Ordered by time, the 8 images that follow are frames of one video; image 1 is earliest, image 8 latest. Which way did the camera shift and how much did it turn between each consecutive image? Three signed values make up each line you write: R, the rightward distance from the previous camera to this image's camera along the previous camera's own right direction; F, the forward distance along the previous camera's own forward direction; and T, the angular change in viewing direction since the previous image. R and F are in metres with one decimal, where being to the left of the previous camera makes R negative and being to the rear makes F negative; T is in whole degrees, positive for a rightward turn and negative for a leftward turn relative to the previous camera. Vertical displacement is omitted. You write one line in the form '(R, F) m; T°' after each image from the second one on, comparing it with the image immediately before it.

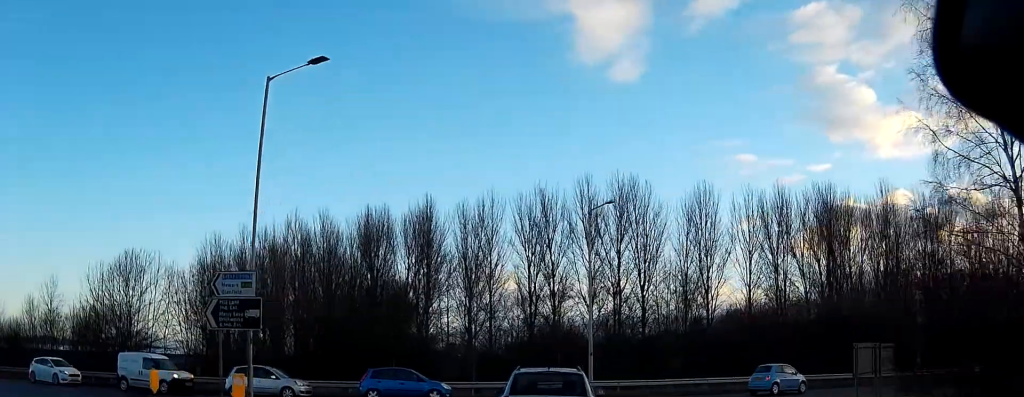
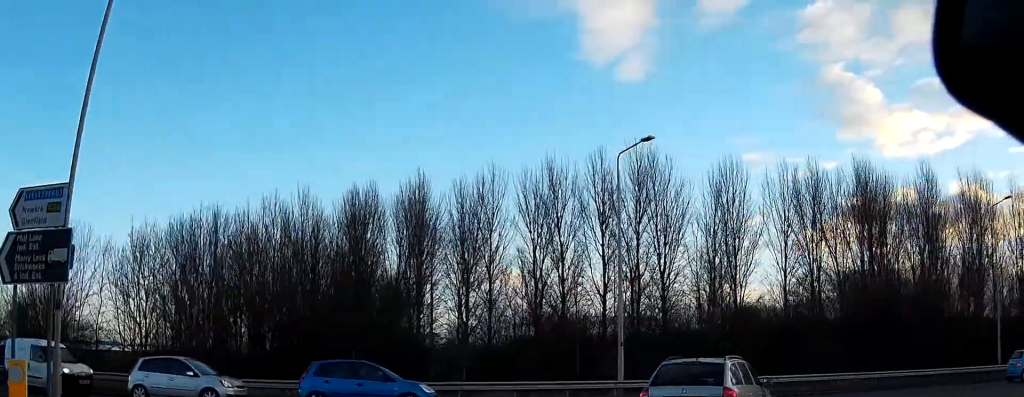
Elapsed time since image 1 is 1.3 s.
(-0.3, +9.7) m; -2°
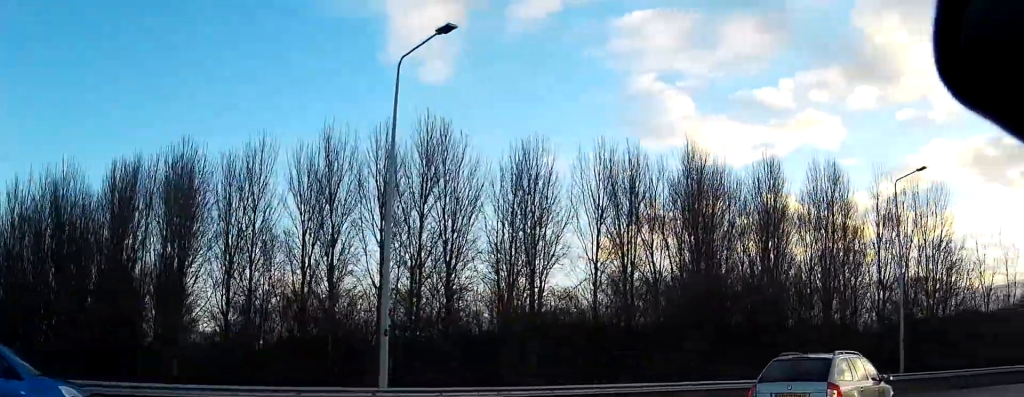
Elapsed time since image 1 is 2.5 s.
(+0.3, +9.9) m; +9°
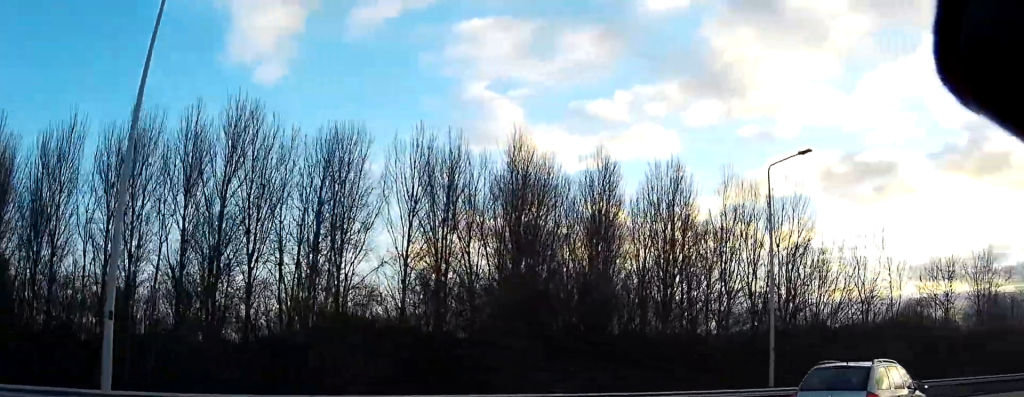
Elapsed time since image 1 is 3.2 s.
(+0.5, +5.4) m; +10°
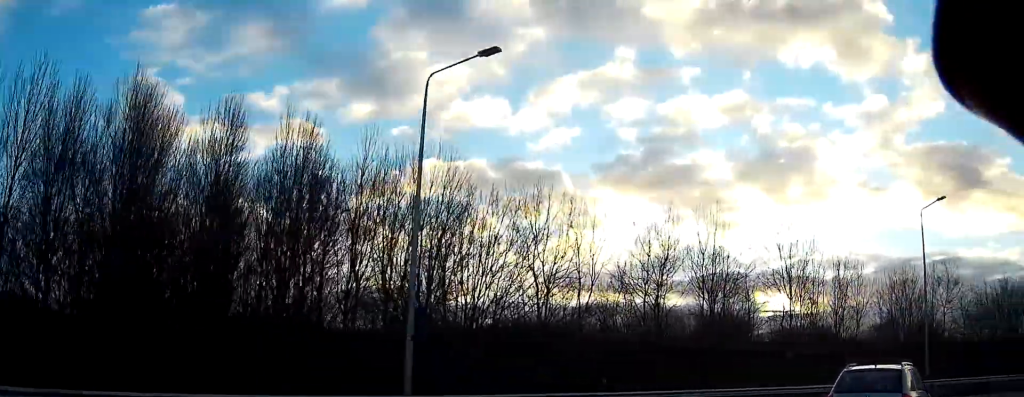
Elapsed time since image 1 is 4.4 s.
(+1.3, +9.5) m; +29°
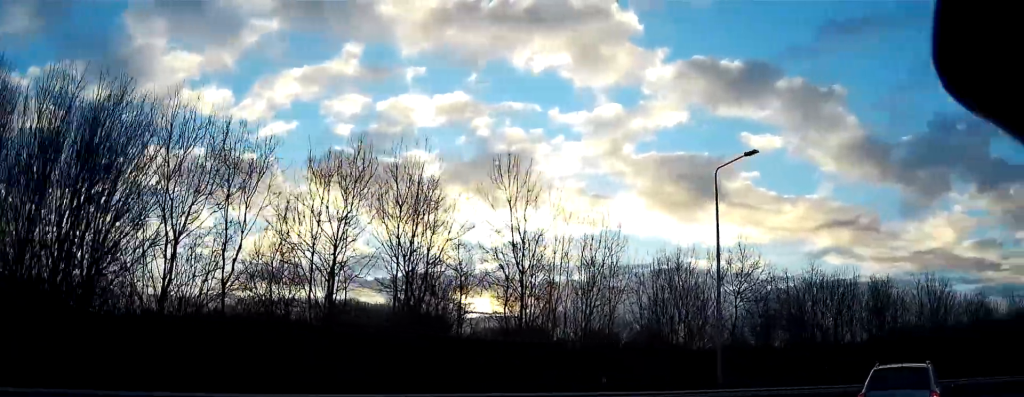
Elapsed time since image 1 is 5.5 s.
(+3.3, +8.8) m; +33°
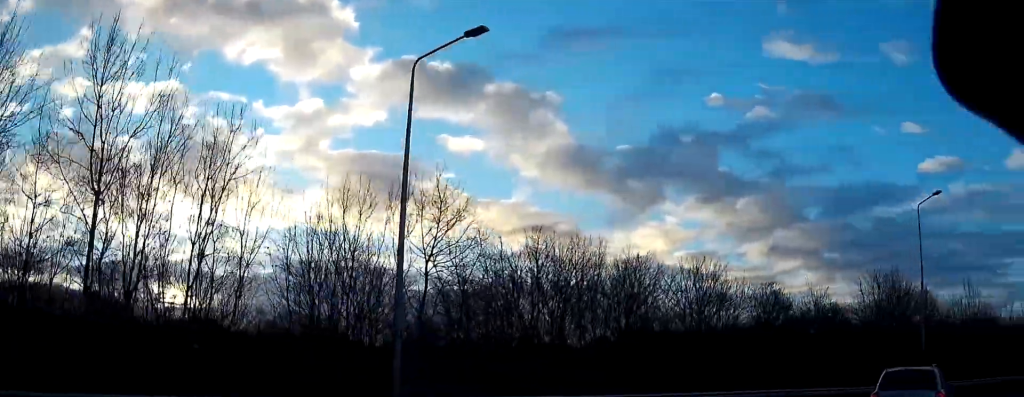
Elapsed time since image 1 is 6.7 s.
(+2.6, +9.8) m; +29°
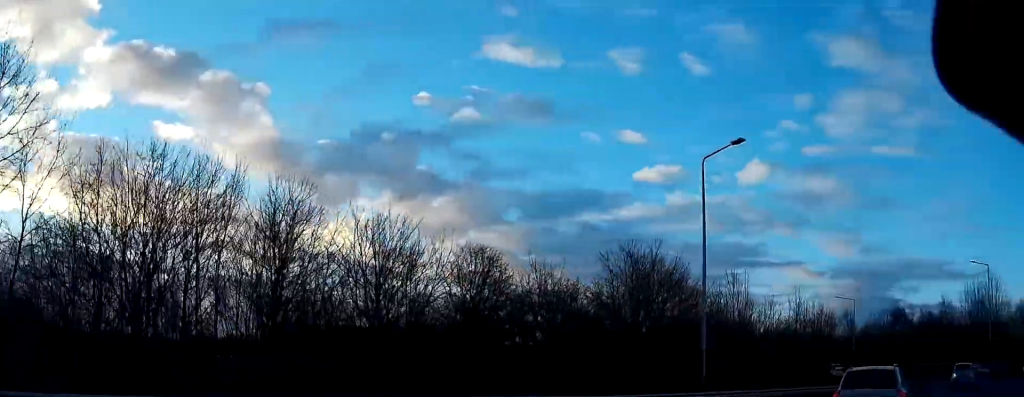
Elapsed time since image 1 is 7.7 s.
(+2.1, +9.5) m; +23°
